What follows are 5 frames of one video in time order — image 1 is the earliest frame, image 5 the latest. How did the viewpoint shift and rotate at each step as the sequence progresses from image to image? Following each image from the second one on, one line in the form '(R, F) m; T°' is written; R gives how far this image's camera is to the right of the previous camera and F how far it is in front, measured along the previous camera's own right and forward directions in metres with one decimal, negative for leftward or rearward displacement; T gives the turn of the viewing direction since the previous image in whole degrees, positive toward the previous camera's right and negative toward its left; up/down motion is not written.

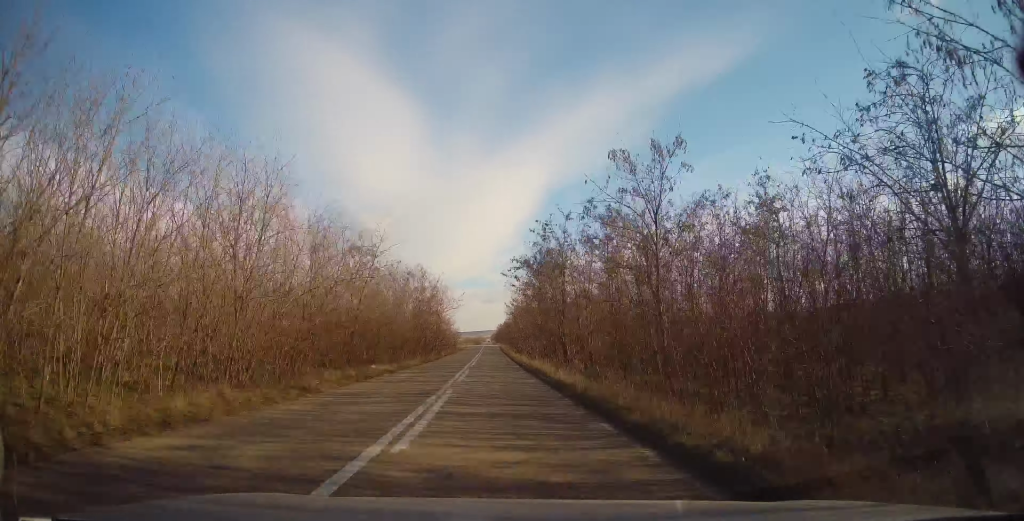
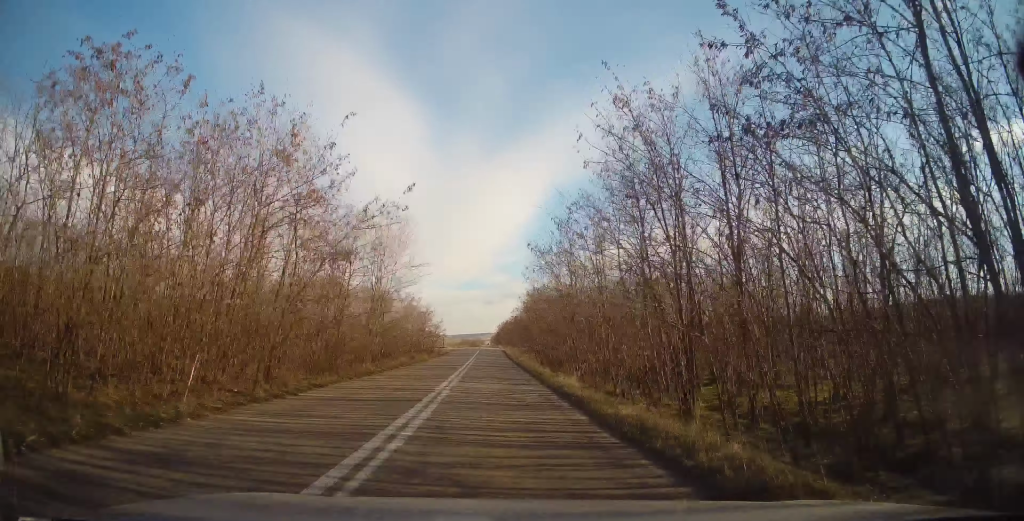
(0.0, +34.2) m; 0°
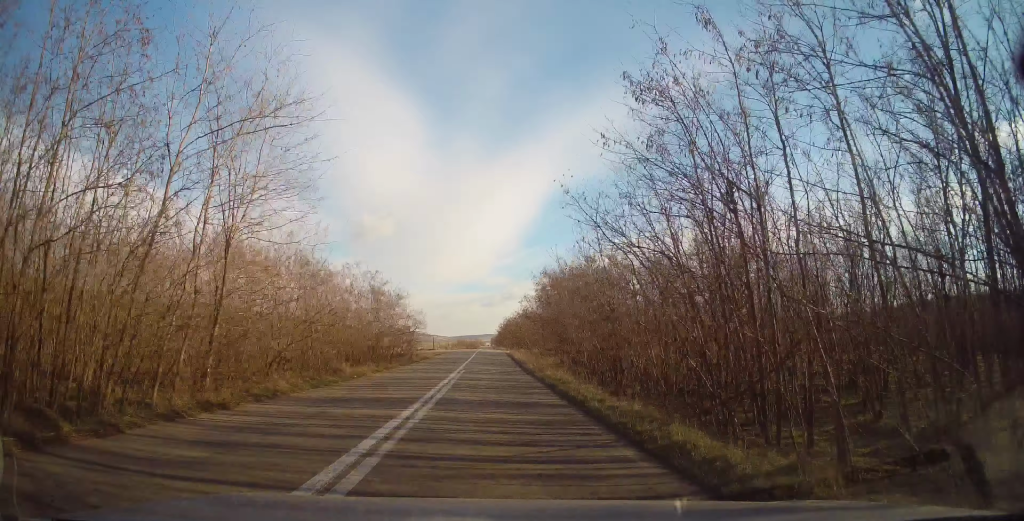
(0.0, +19.8) m; -1°
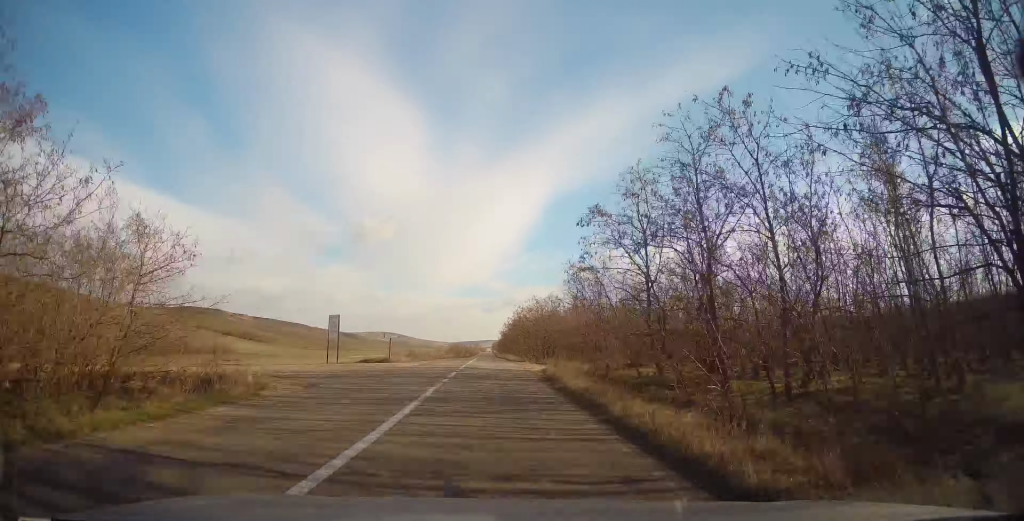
(-0.4, +38.7) m; 0°
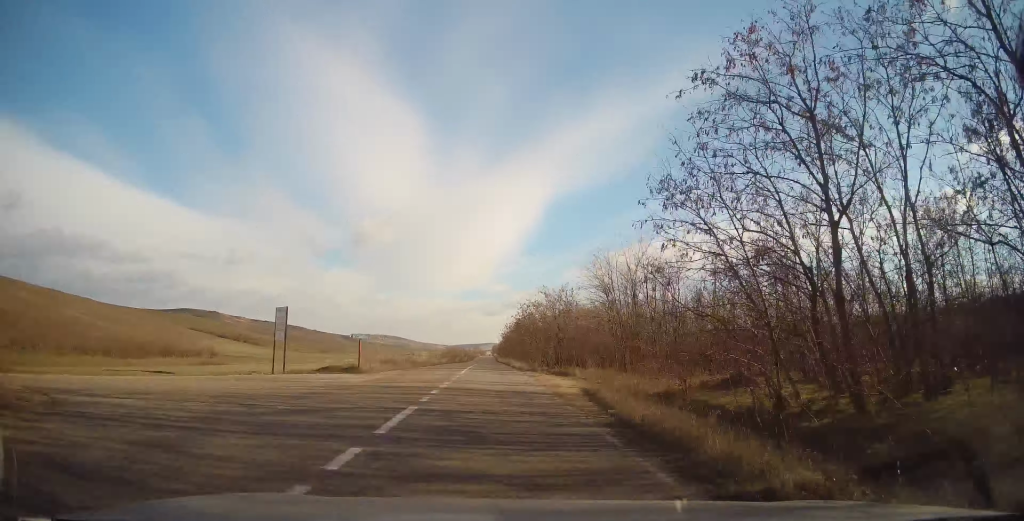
(+0.2, +11.6) m; 0°
